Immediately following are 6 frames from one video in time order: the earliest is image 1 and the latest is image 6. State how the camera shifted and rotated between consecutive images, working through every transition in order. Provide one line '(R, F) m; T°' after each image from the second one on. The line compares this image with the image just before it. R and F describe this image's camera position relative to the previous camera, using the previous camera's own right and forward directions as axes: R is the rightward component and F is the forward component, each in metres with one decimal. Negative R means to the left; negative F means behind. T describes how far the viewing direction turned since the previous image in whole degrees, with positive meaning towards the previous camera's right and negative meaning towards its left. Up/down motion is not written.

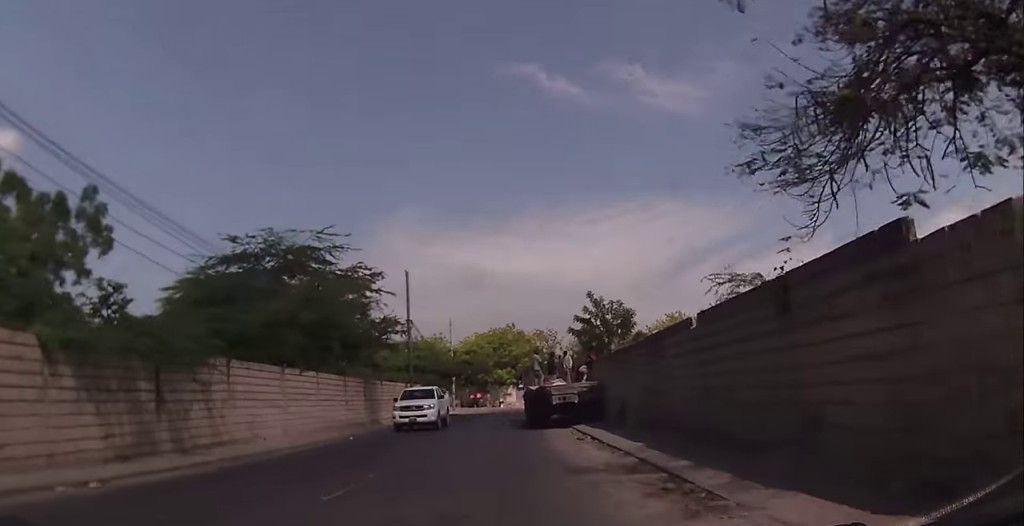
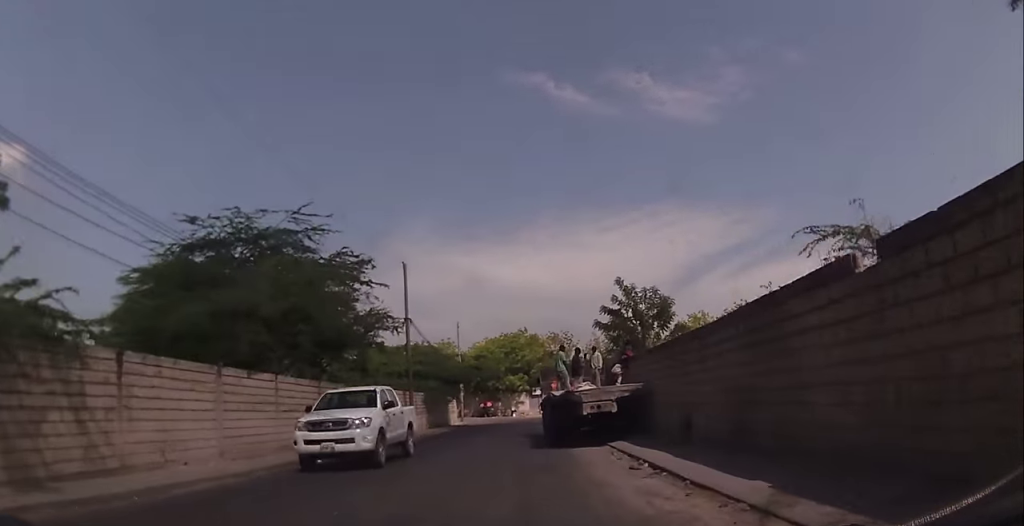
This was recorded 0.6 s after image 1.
(-0.1, +5.9) m; +1°
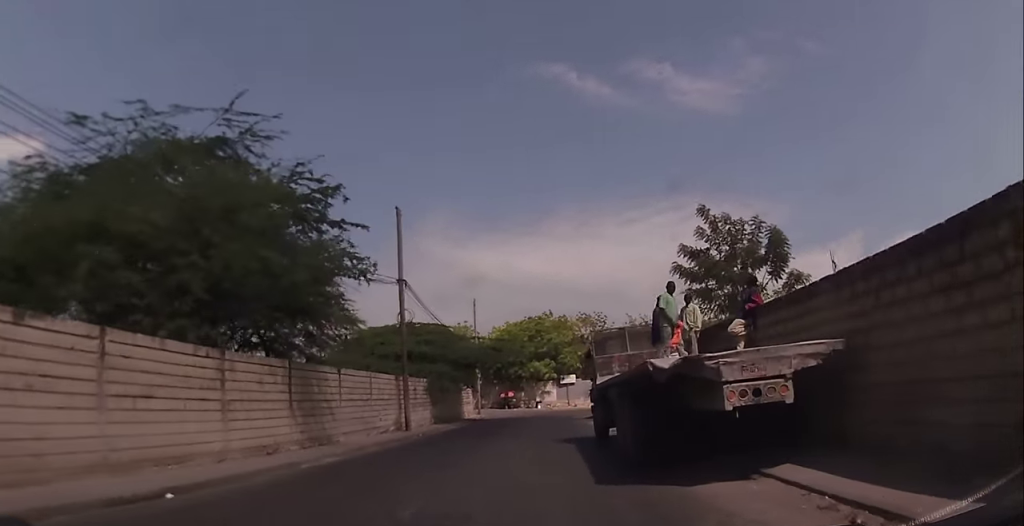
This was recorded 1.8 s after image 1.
(+0.2, +10.0) m; -2°
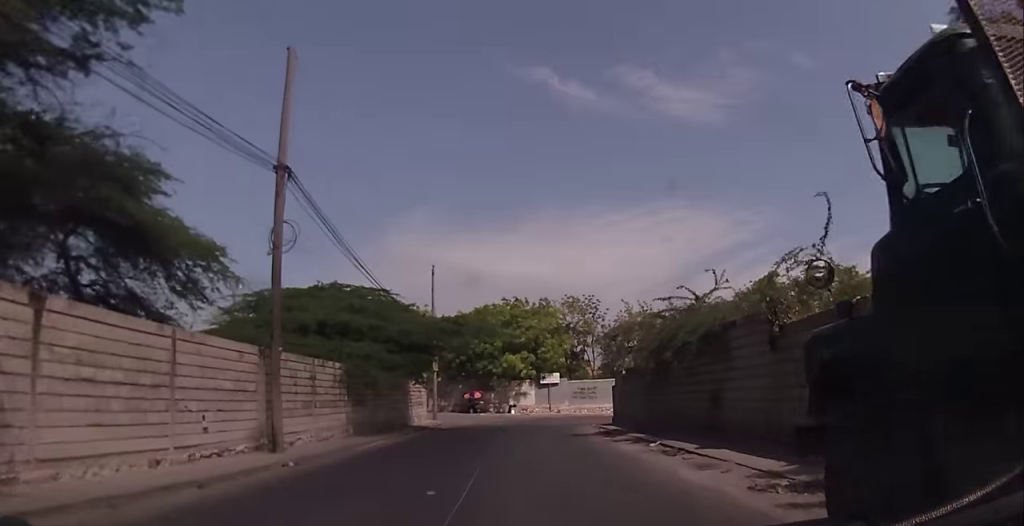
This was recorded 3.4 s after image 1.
(0.0, +13.8) m; +2°
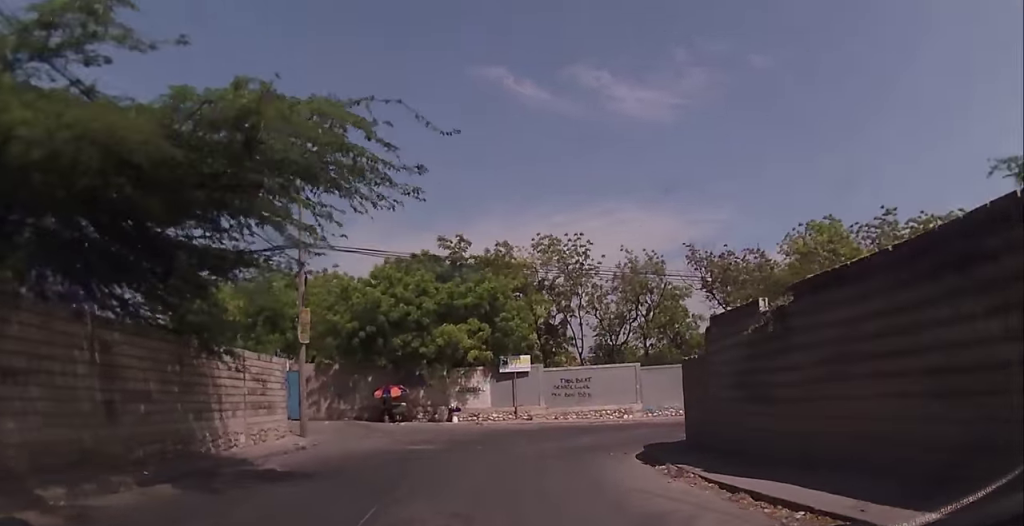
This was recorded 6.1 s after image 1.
(+0.4, +20.5) m; +7°
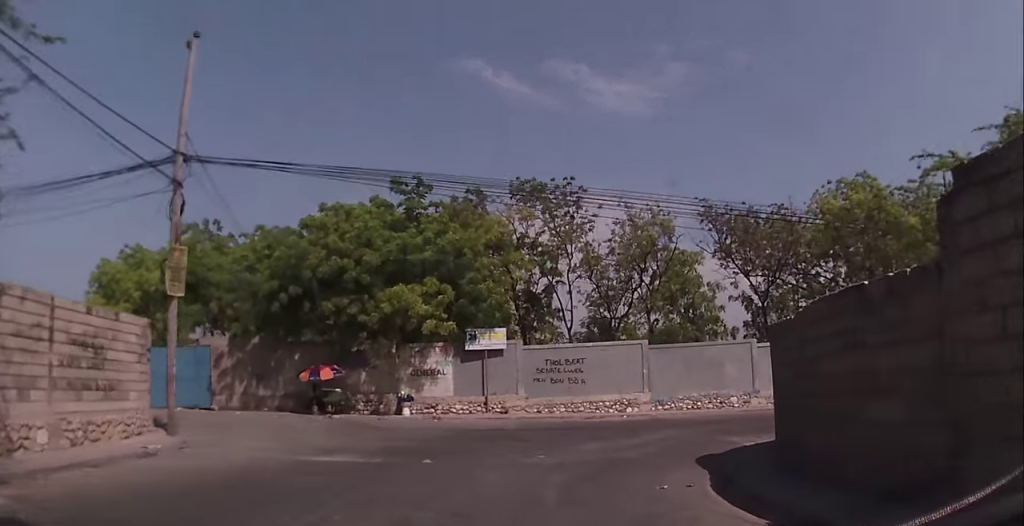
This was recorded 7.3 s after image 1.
(-0.1, +7.9) m; 0°
